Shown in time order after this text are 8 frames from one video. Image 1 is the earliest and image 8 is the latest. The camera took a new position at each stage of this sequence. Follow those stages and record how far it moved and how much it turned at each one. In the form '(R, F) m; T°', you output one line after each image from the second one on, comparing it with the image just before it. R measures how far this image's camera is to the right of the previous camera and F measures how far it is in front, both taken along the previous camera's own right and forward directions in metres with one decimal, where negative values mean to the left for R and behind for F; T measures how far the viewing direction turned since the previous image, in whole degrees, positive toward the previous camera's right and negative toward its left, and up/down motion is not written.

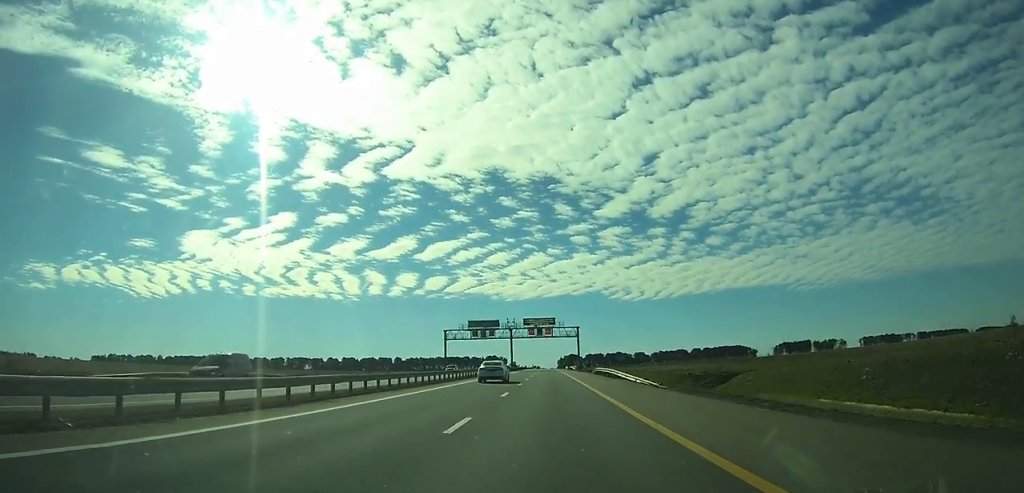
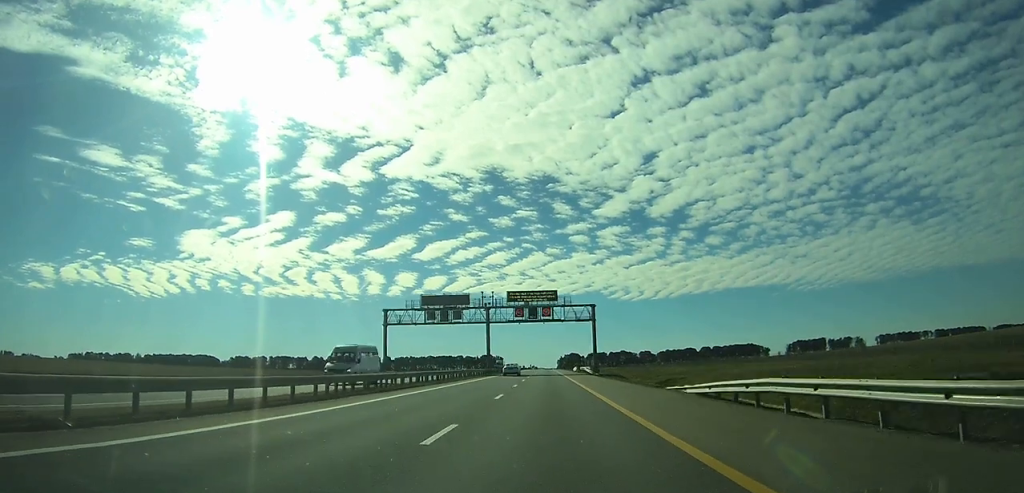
(+0.1, +49.2) m; 0°
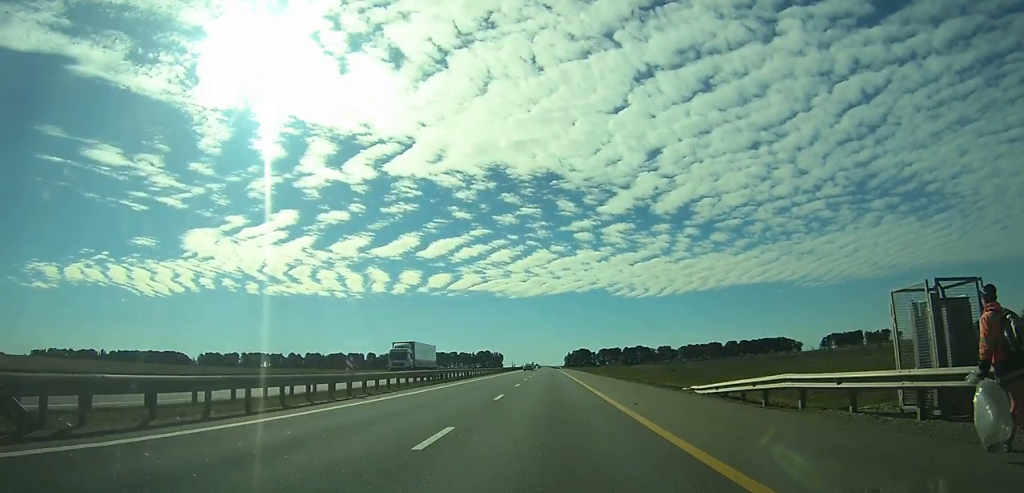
(-0.2, +84.6) m; 0°
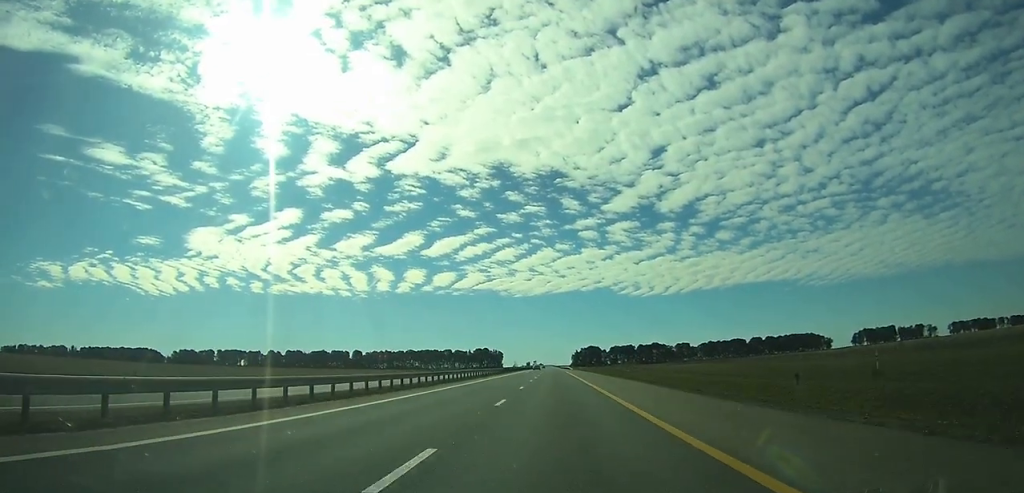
(-0.2, +62.6) m; 0°
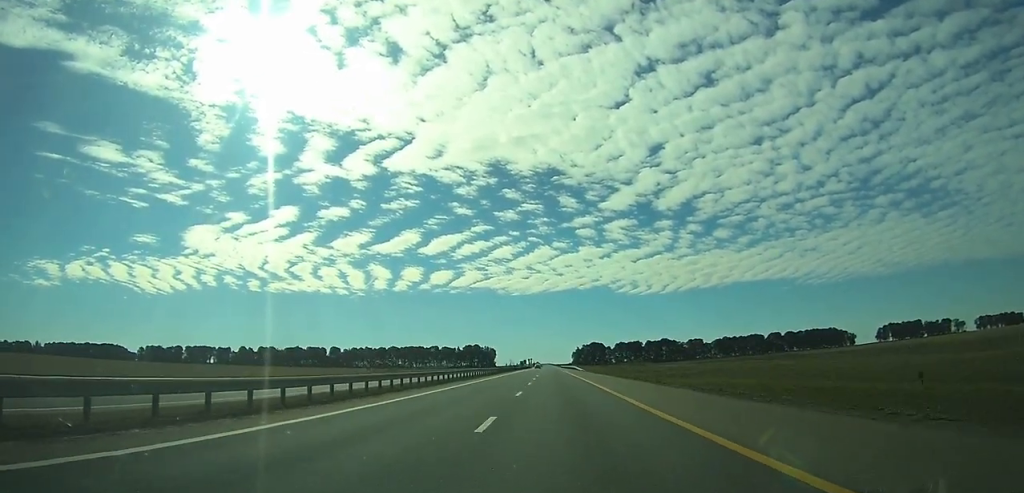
(-0.1, +54.3) m; 0°
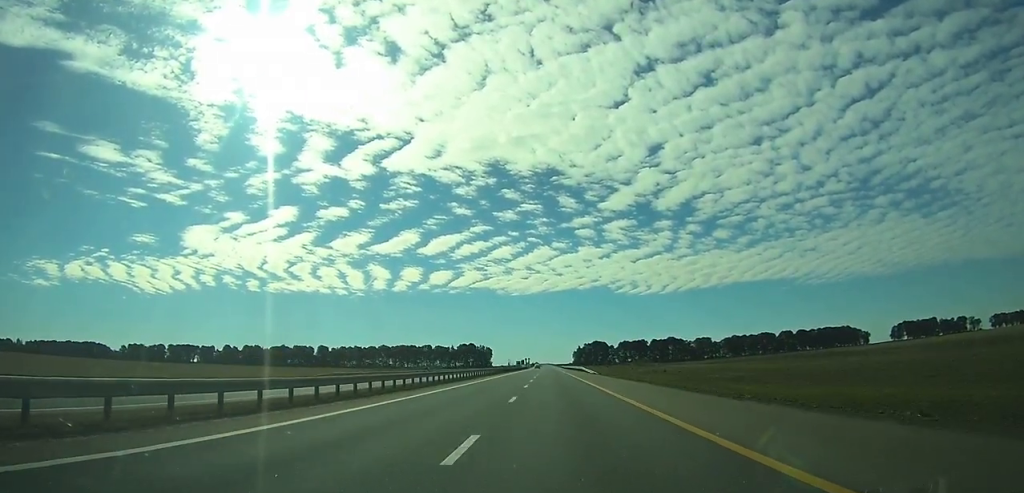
(-0.1, +26.9) m; 0°
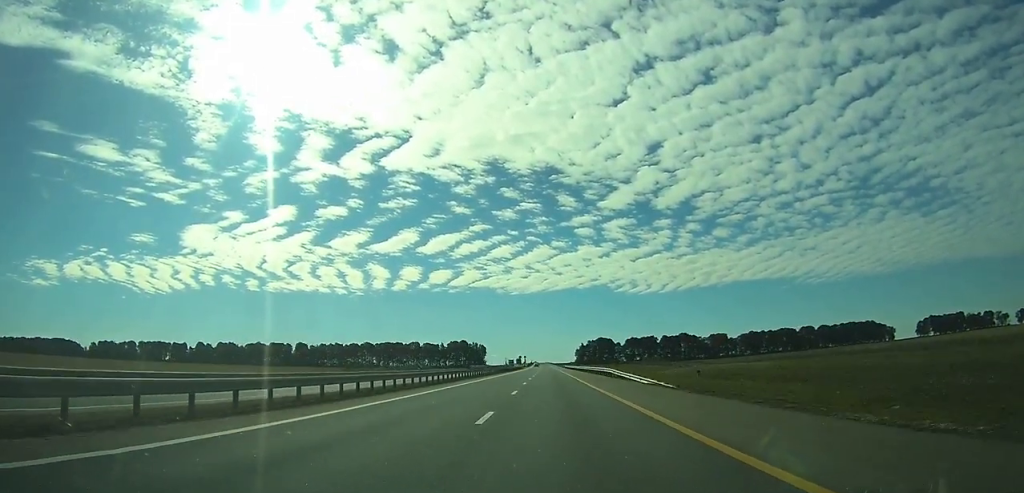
(+0.1, +41.5) m; 0°
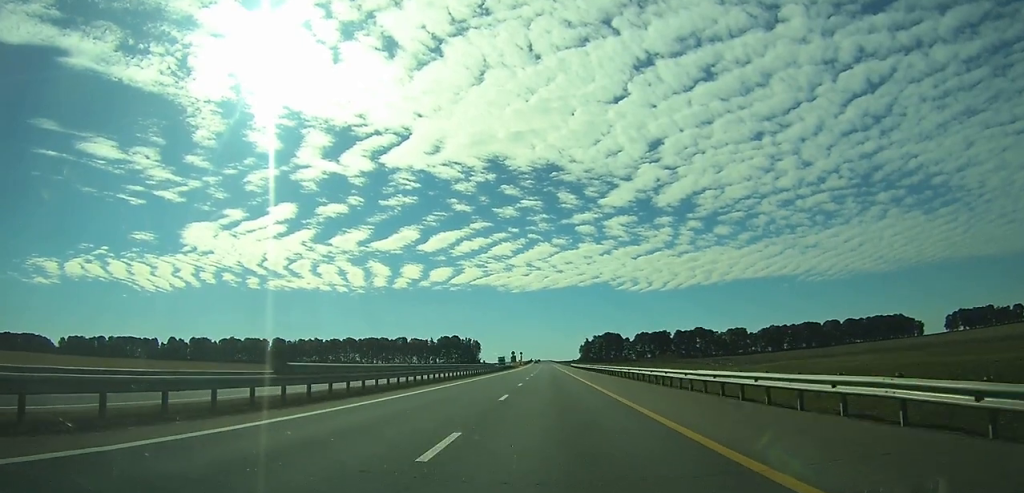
(+0.1, +39.0) m; 0°
